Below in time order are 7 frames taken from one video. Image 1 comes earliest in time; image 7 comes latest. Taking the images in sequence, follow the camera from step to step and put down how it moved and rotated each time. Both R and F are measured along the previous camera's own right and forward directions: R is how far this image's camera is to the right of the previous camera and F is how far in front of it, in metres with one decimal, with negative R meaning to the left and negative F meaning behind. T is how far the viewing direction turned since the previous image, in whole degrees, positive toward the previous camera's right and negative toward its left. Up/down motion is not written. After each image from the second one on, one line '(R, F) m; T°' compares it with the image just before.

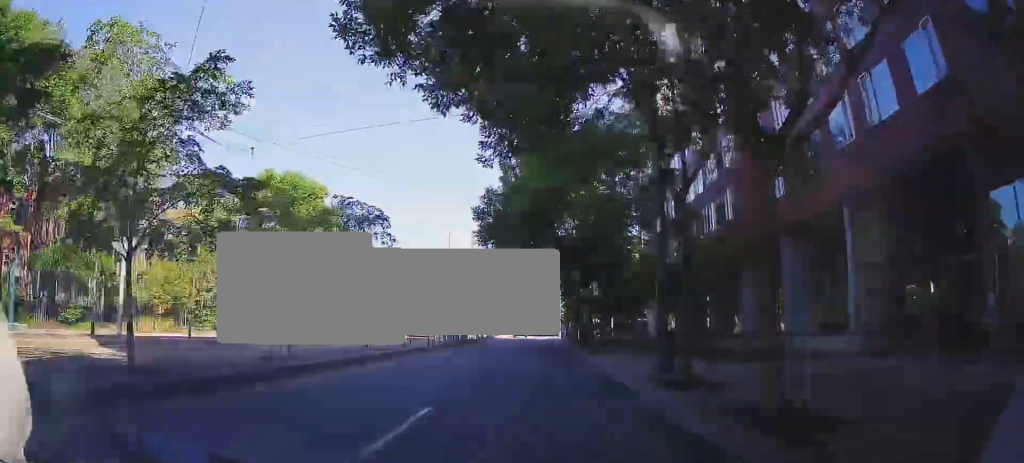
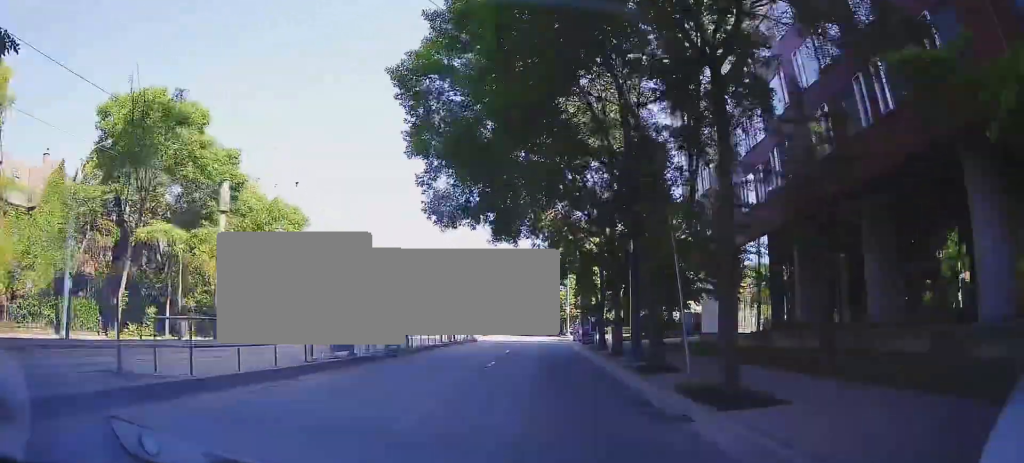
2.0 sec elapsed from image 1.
(+0.3, +18.1) m; +2°
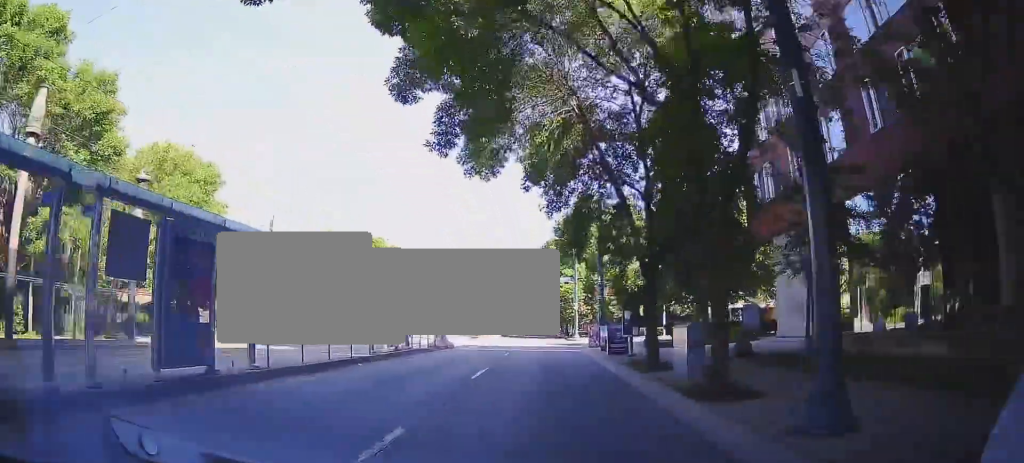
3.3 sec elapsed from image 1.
(+0.2, +12.2) m; +3°
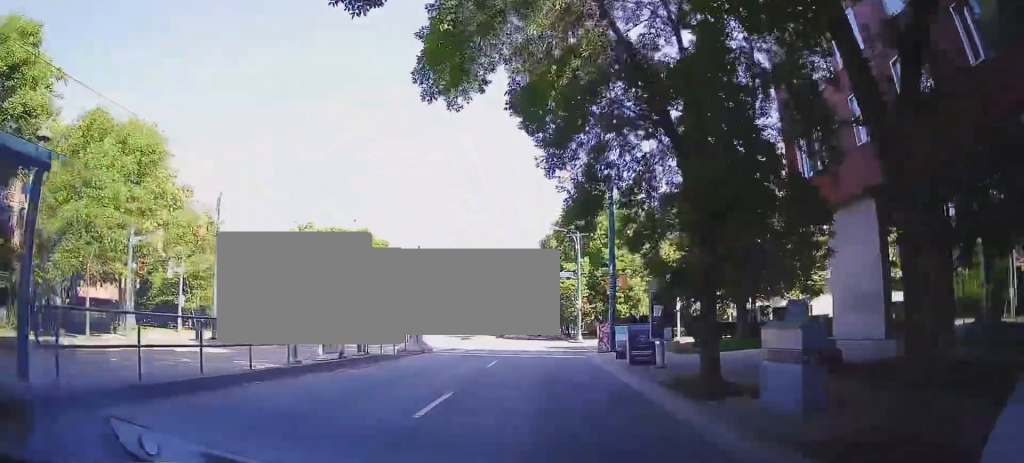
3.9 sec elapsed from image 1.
(+0.1, +5.5) m; +2°
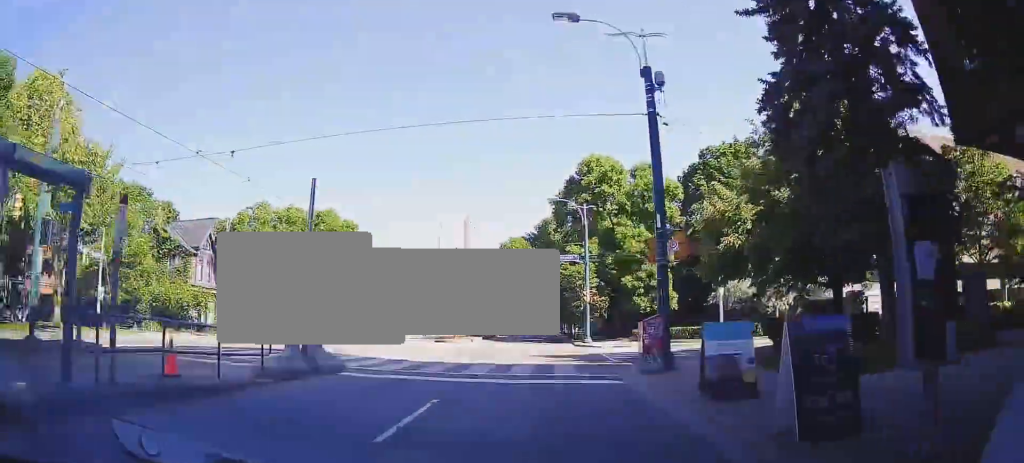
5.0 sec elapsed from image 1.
(+0.2, +11.1) m; +1°
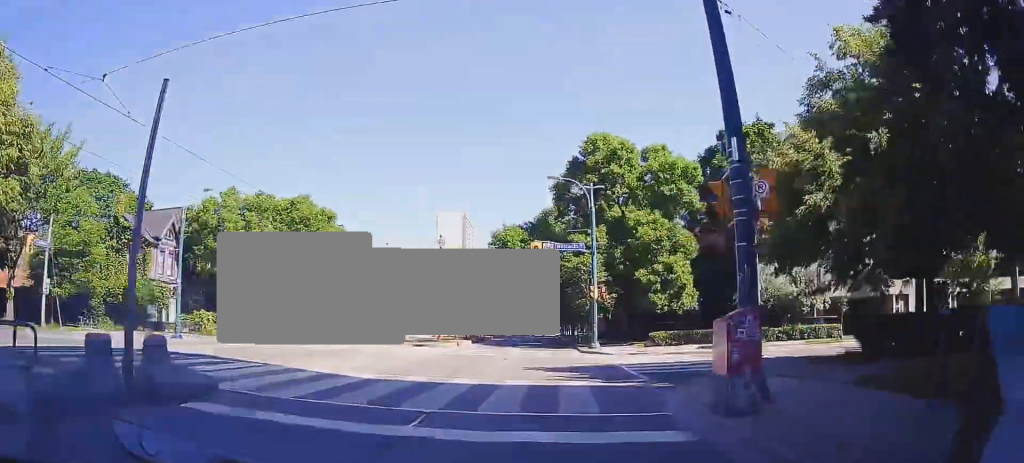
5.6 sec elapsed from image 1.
(0.0, +6.1) m; -3°
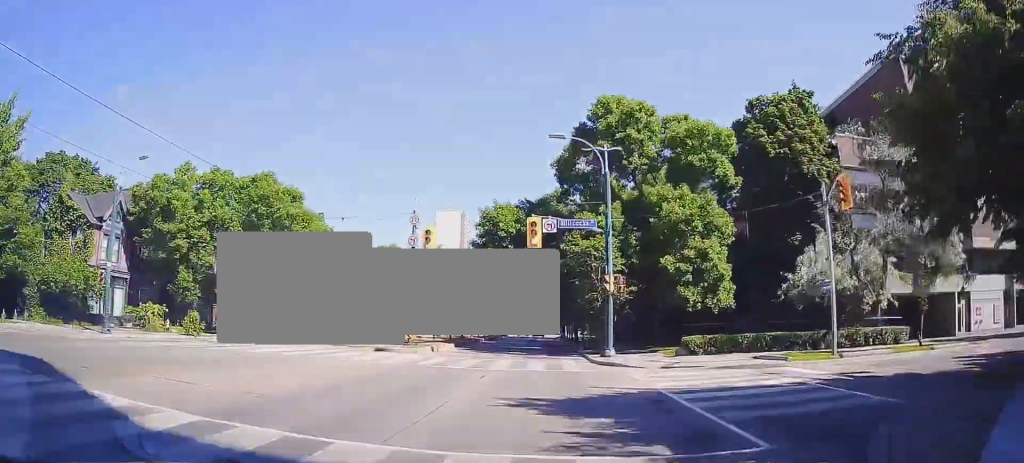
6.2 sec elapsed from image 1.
(-0.1, +7.2) m; -3°
